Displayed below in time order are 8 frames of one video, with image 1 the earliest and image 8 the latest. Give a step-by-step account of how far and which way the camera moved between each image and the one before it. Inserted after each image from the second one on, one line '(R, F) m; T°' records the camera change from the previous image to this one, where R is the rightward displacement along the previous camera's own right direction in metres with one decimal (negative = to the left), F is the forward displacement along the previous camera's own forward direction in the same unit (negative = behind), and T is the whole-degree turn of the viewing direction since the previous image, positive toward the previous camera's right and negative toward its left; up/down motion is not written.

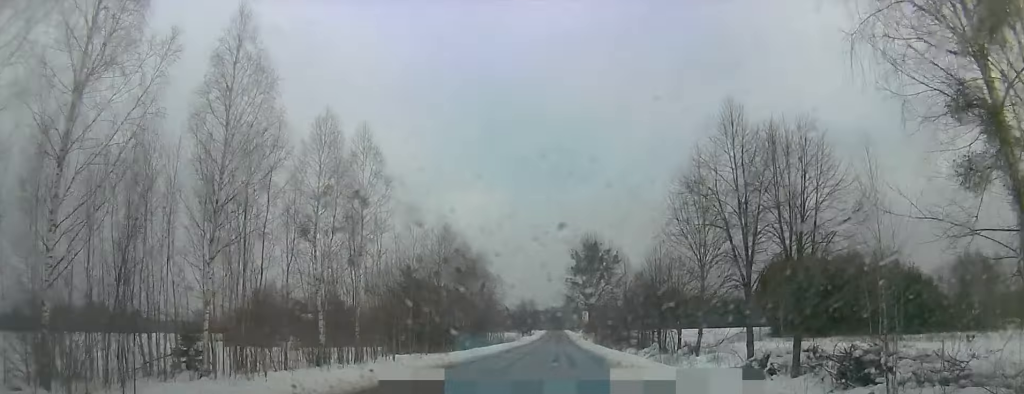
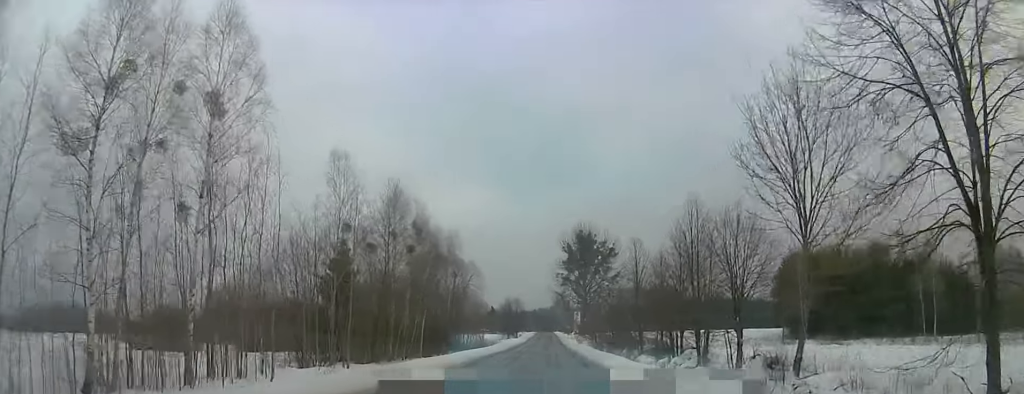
(+0.1, +17.5) m; +1°
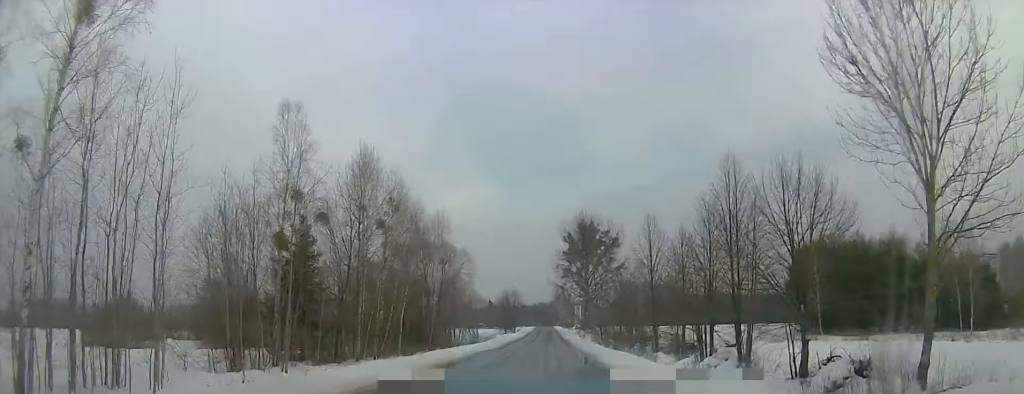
(0.0, +8.0) m; 0°
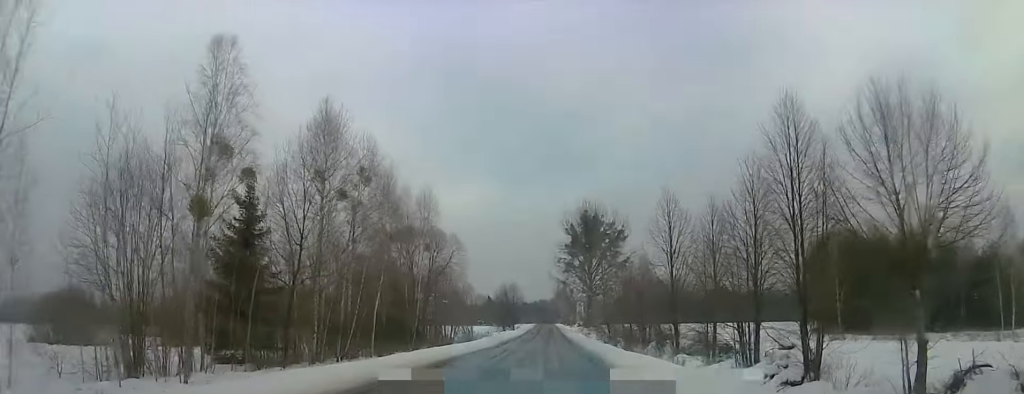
(0.0, +7.6) m; 0°
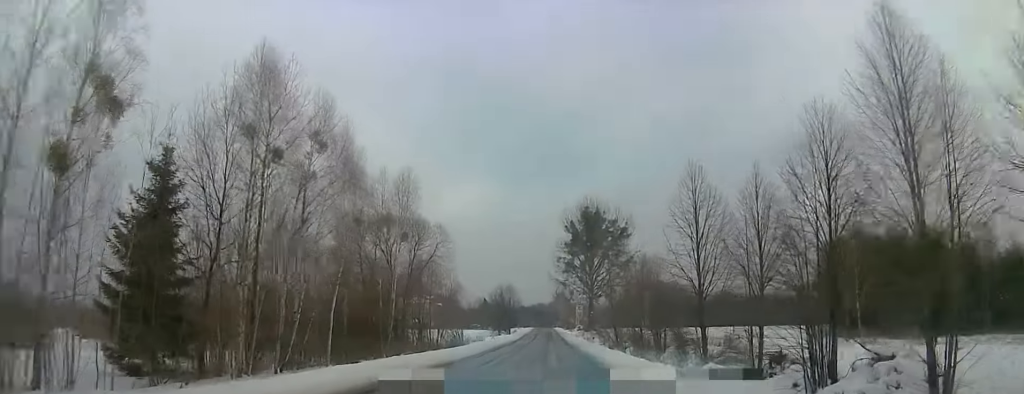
(0.0, +7.7) m; 0°
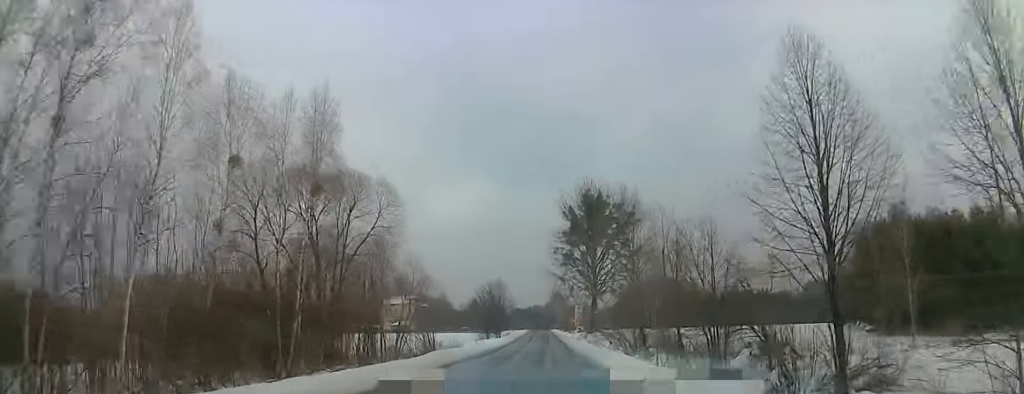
(+0.1, +16.0) m; 0°
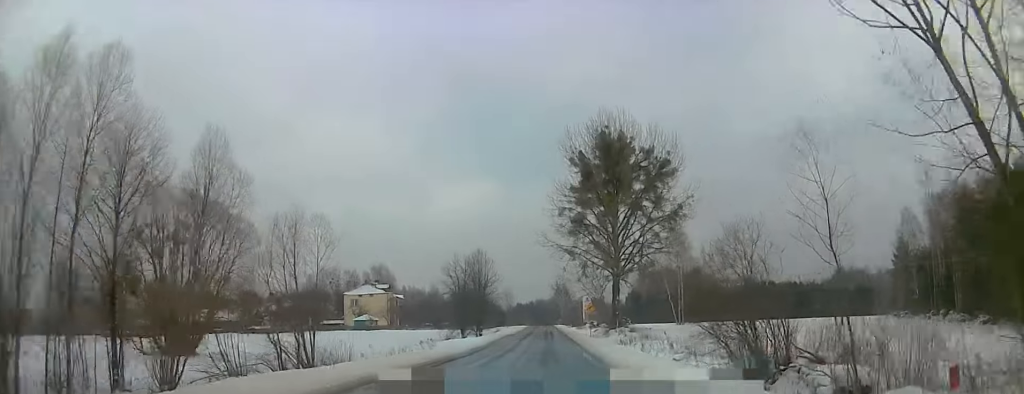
(+0.2, +31.1) m; 0°
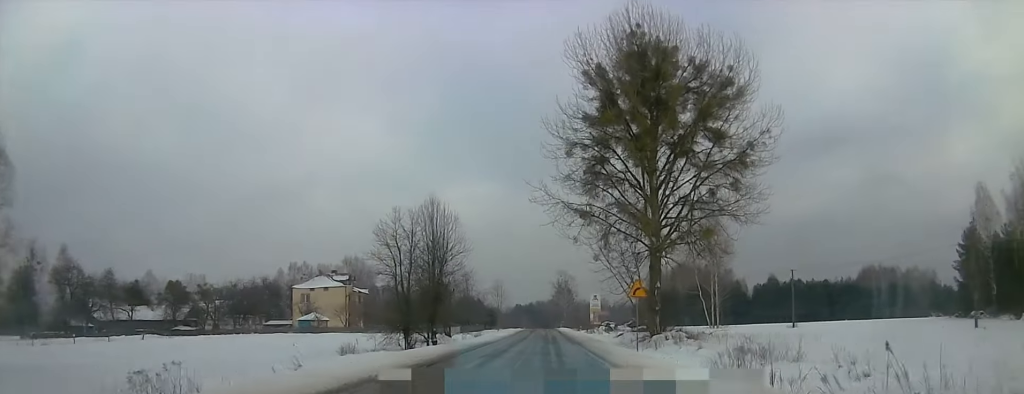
(-0.1, +27.4) m; 0°
